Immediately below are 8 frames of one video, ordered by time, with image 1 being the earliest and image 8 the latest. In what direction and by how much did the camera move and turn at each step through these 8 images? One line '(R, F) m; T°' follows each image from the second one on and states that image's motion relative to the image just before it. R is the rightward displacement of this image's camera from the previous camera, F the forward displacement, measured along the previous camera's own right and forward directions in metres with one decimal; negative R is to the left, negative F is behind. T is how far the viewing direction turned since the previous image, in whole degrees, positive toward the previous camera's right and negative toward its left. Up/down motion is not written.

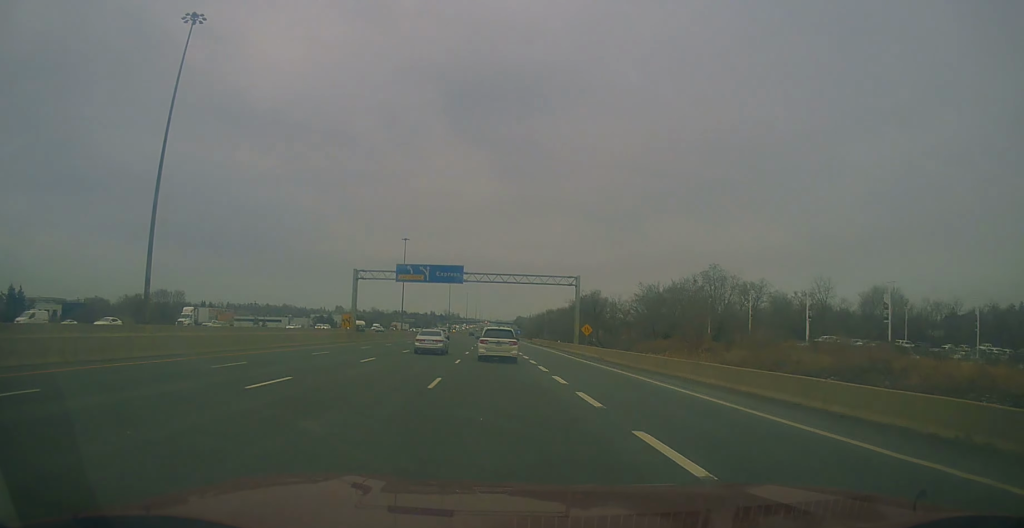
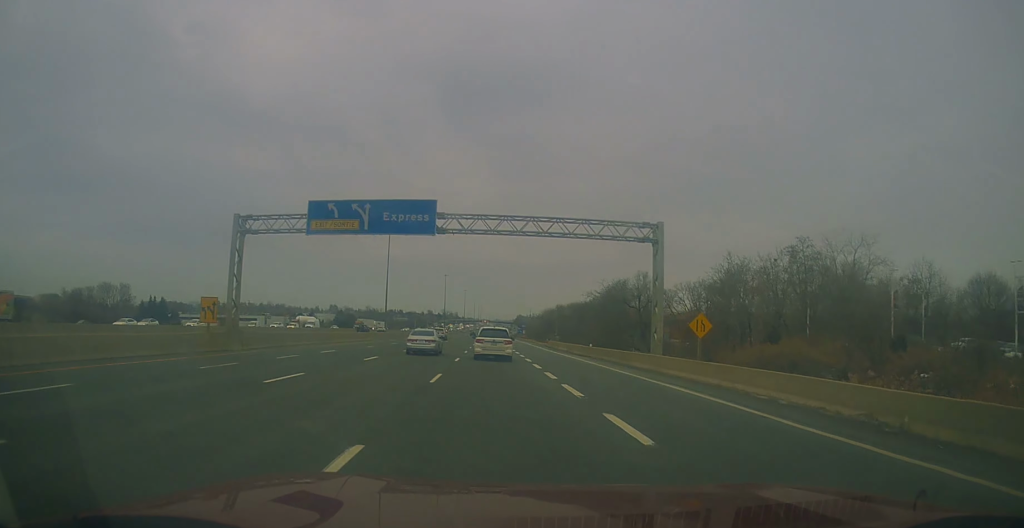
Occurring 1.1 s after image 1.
(+0.3, +34.2) m; 0°
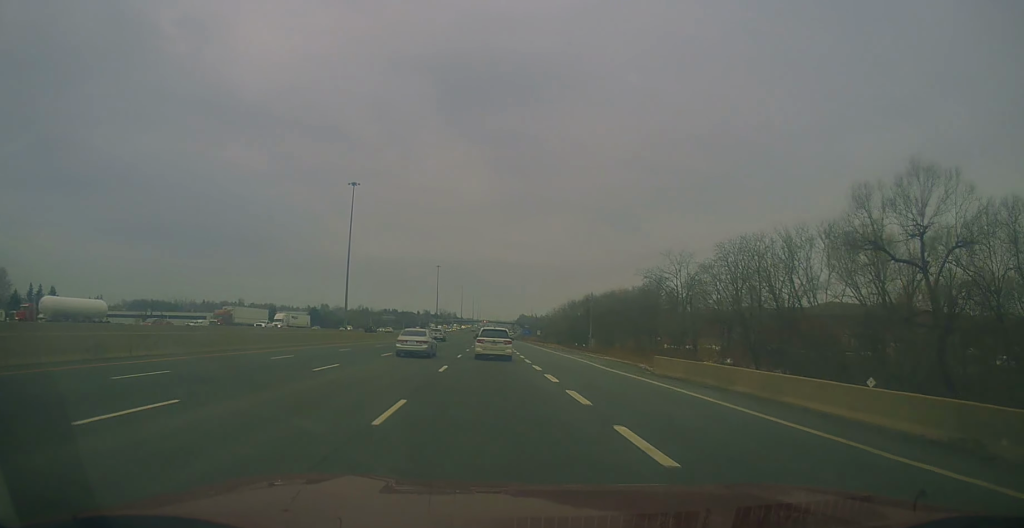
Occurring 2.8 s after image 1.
(-0.8, +55.1) m; 0°
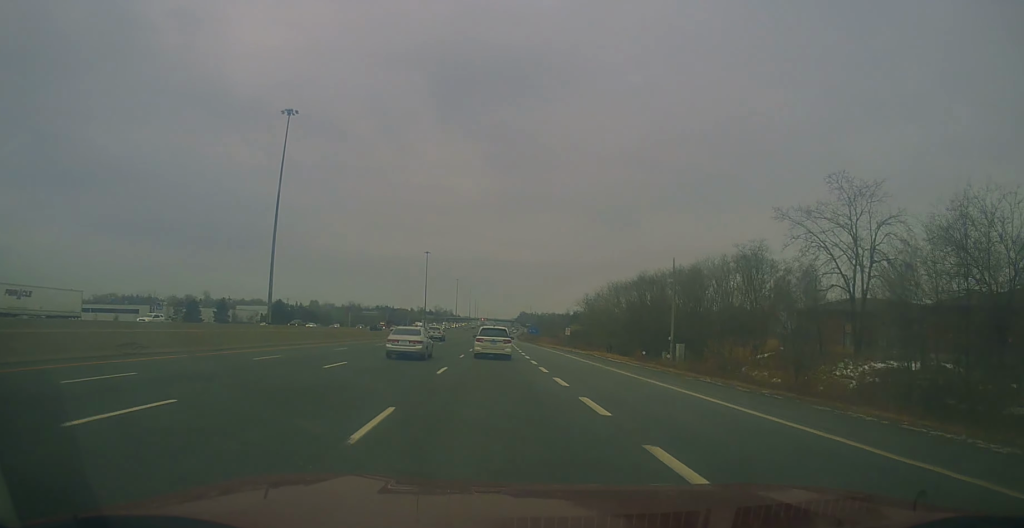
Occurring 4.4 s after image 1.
(+0.7, +49.5) m; 0°
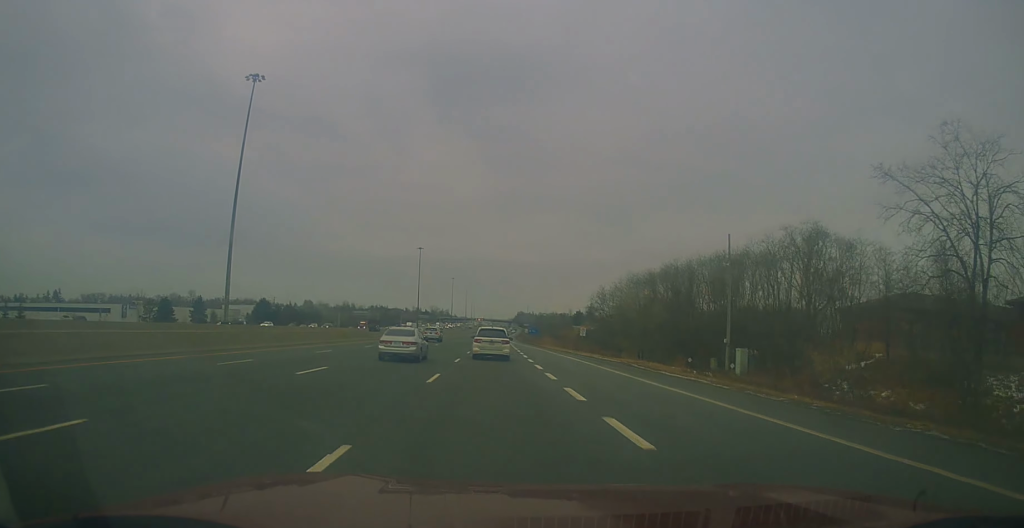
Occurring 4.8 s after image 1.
(-0.3, +15.3) m; 0°
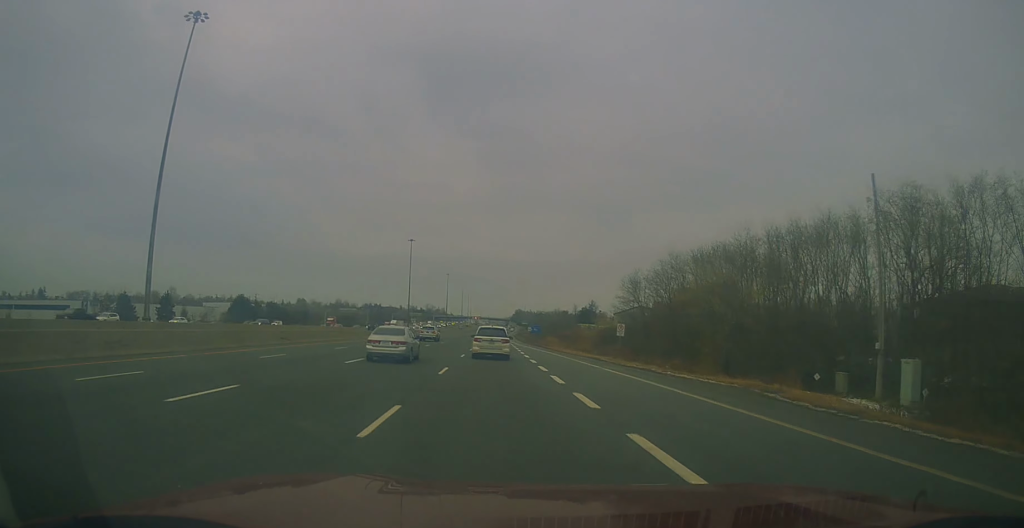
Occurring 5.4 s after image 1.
(-0.2, +19.7) m; 0°
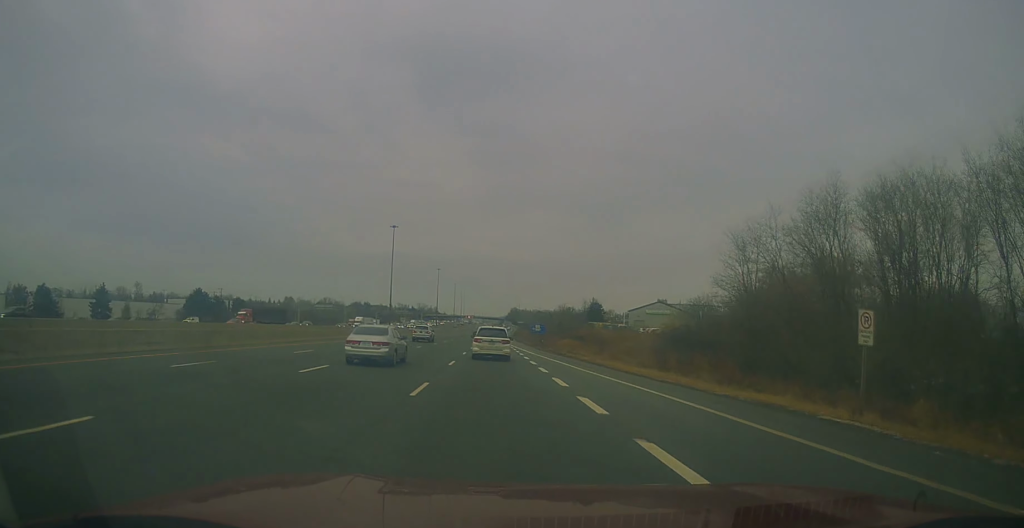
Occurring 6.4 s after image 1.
(+0.6, +30.7) m; +1°
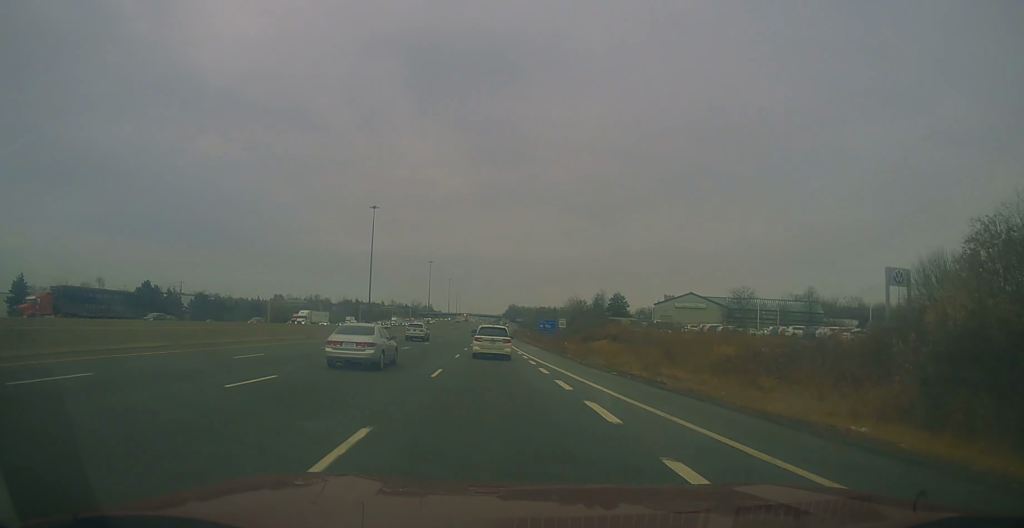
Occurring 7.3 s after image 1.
(+0.2, +30.9) m; 0°
